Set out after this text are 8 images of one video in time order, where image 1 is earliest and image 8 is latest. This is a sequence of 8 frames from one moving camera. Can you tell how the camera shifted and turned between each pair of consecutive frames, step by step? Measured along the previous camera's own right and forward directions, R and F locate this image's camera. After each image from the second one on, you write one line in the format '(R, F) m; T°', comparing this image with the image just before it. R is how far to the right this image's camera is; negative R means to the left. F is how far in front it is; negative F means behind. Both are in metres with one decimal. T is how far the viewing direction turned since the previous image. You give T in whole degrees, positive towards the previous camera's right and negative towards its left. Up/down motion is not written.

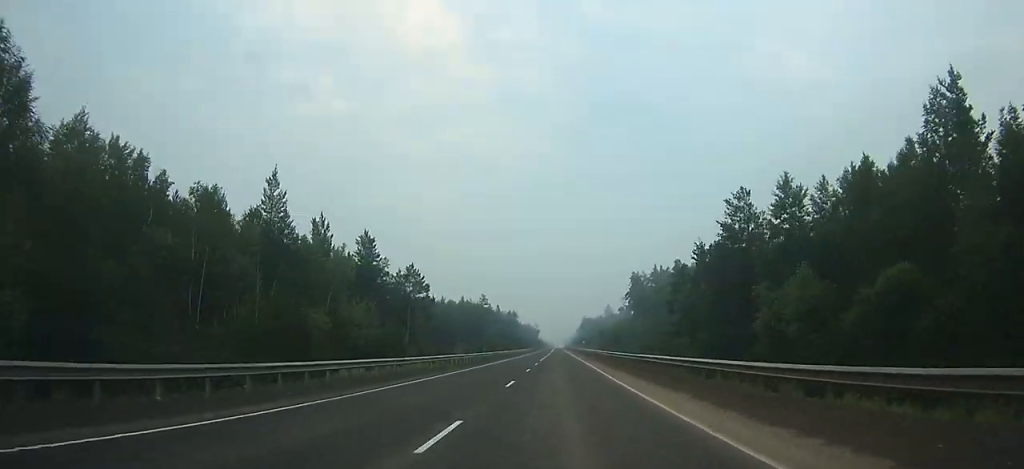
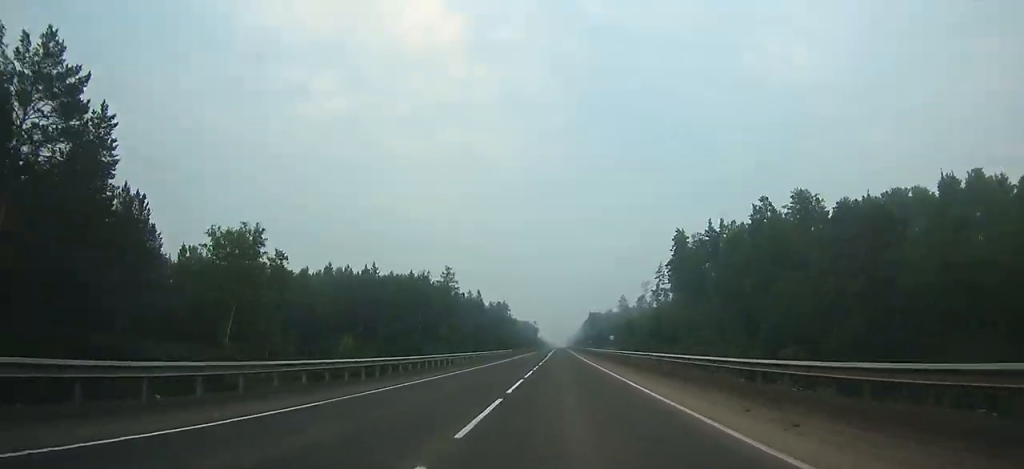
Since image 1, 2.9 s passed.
(-0.3, +77.6) m; 0°
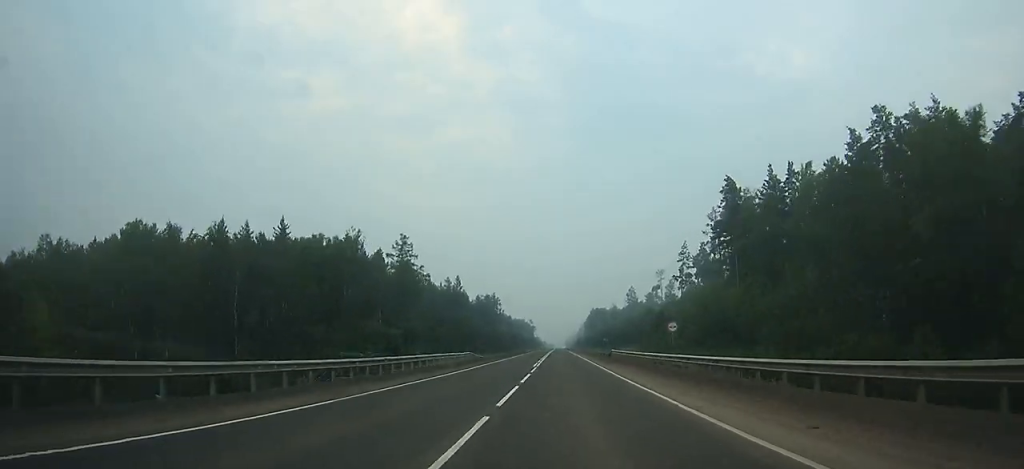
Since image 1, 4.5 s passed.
(0.0, +42.2) m; 0°
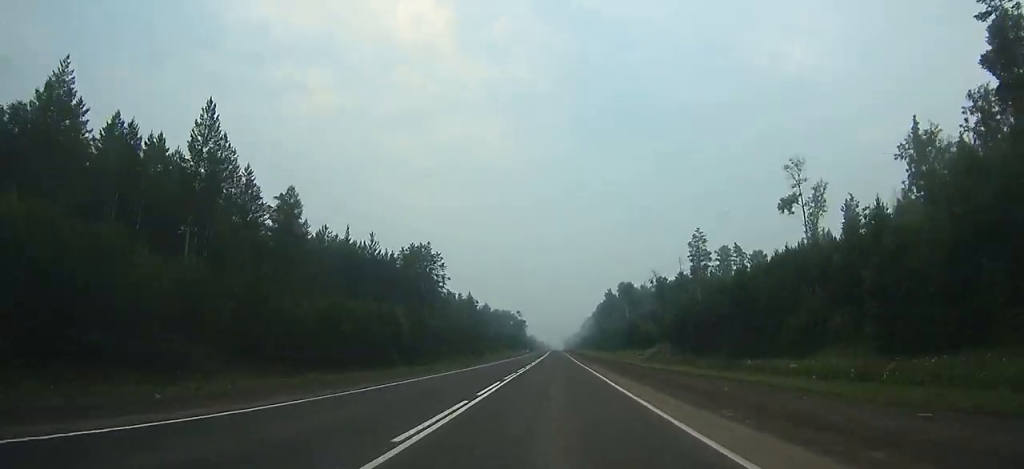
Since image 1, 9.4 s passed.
(+0.4, +130.9) m; 0°
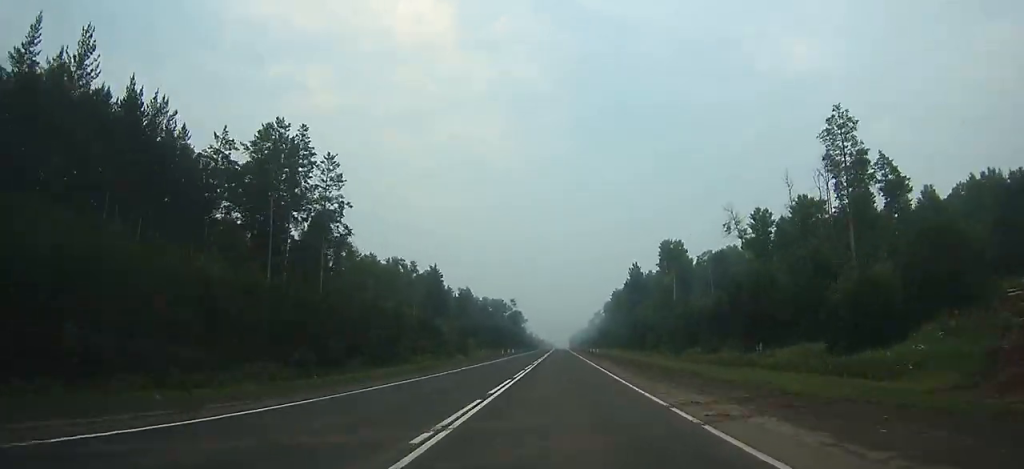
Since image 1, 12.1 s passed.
(-0.3, +73.3) m; 0°
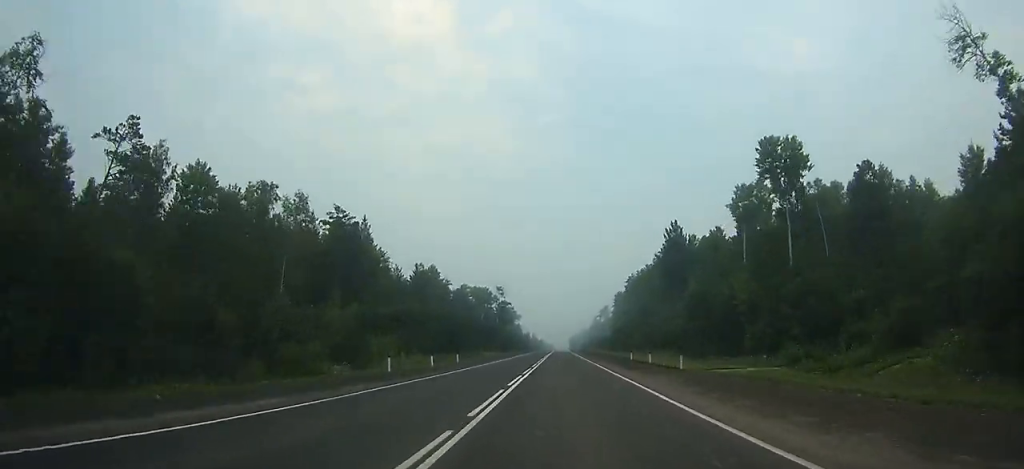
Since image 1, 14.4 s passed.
(-0.1, +60.9) m; 0°
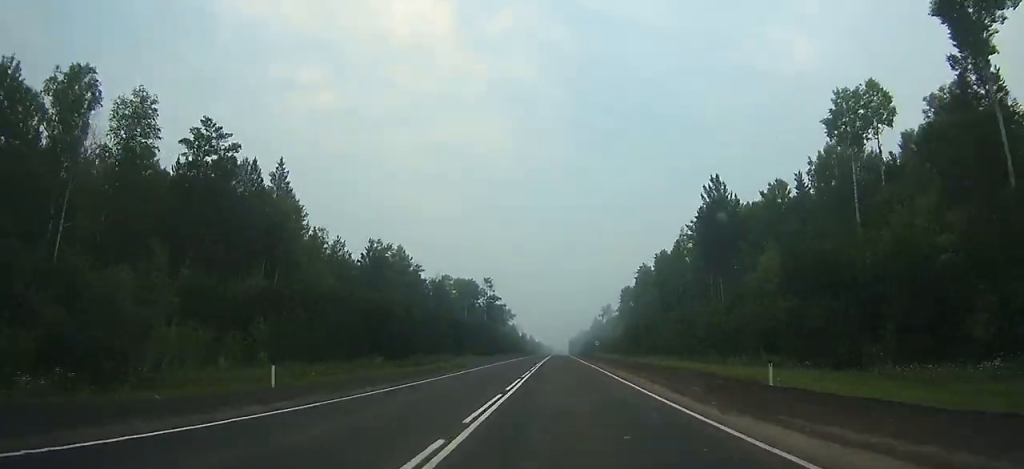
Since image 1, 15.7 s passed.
(0.0, +33.5) m; 0°
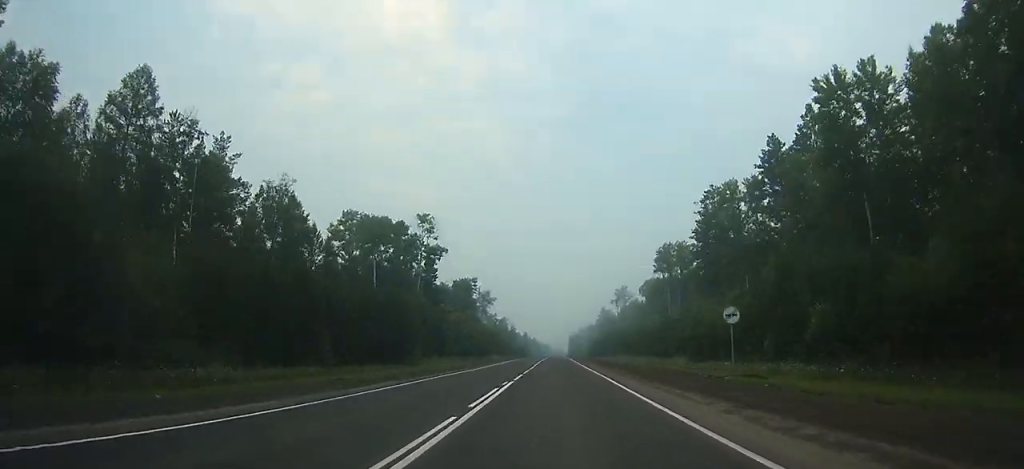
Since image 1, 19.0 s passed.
(+0.3, +82.5) m; +1°
